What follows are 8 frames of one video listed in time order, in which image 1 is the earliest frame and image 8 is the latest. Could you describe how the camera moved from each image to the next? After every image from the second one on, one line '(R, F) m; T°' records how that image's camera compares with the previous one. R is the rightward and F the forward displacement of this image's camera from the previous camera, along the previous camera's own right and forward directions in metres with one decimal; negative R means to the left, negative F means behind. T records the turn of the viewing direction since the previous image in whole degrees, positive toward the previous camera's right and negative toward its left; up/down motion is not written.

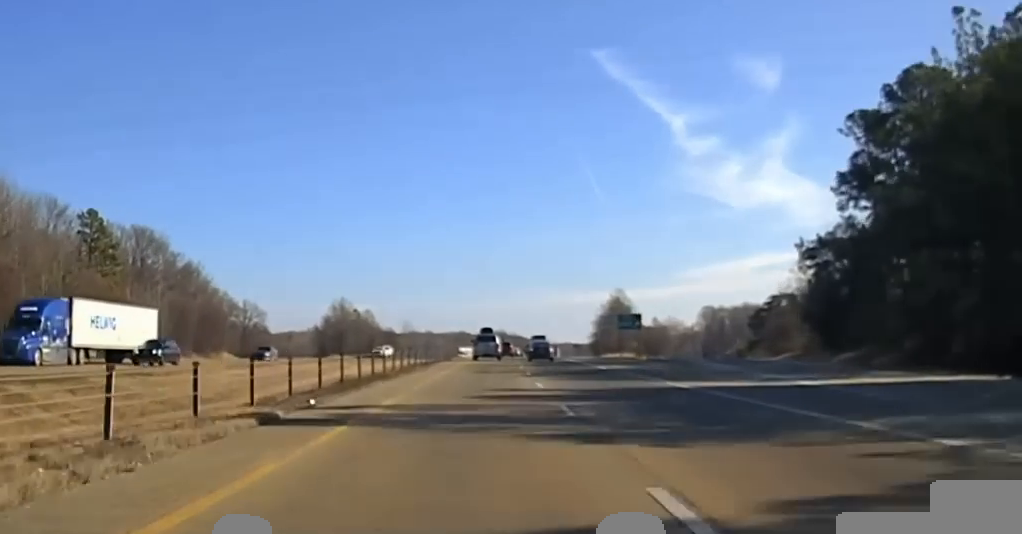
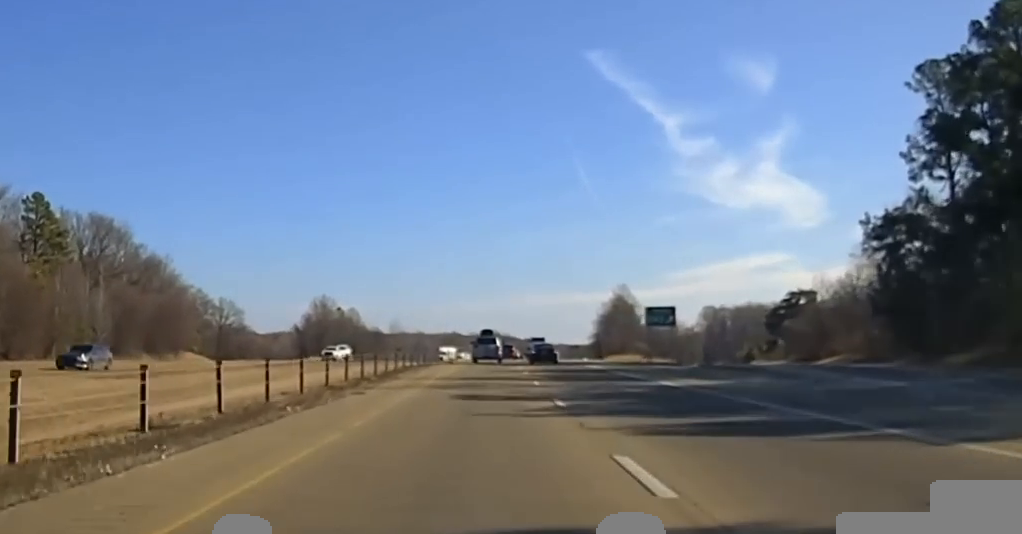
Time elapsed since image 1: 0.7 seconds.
(+0.2, +24.3) m; 0°
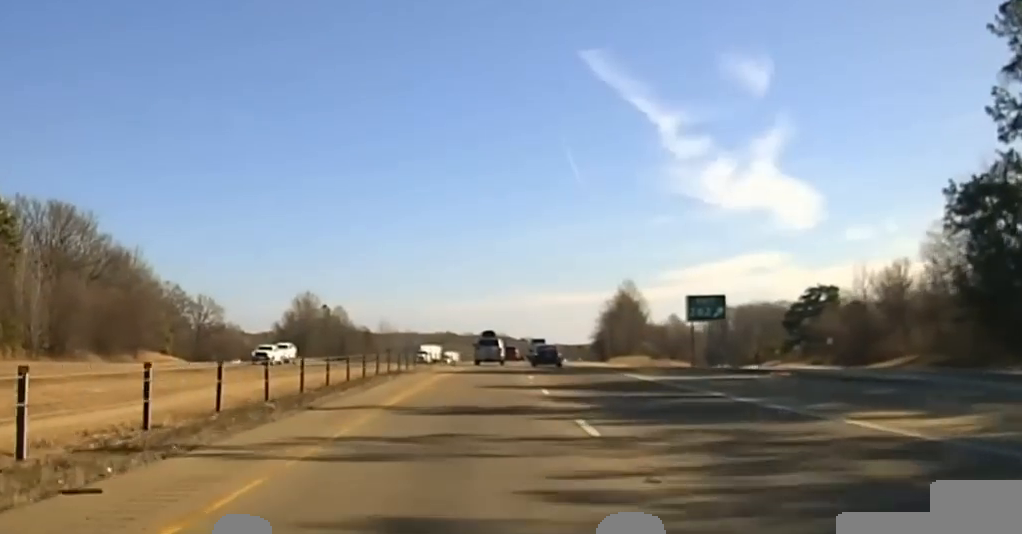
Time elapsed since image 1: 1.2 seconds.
(-0.3, +16.8) m; 0°
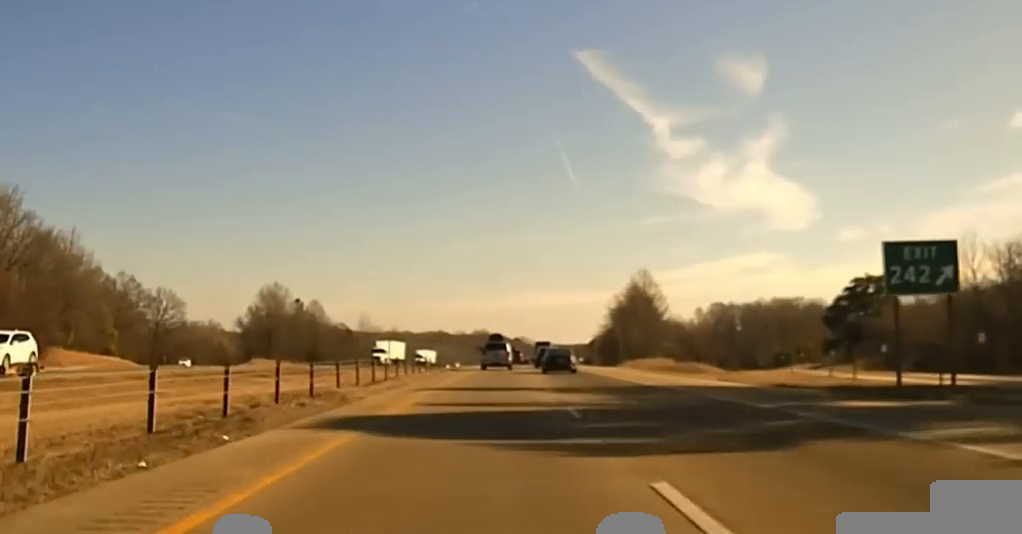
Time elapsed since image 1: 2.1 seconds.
(+0.2, +31.1) m; +1°
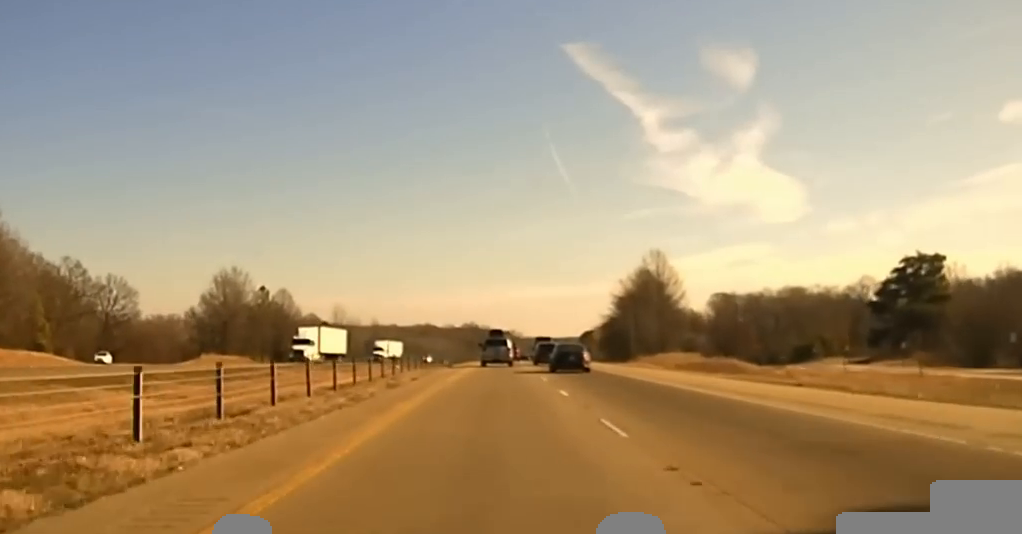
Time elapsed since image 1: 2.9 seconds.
(+0.3, +26.0) m; +1°
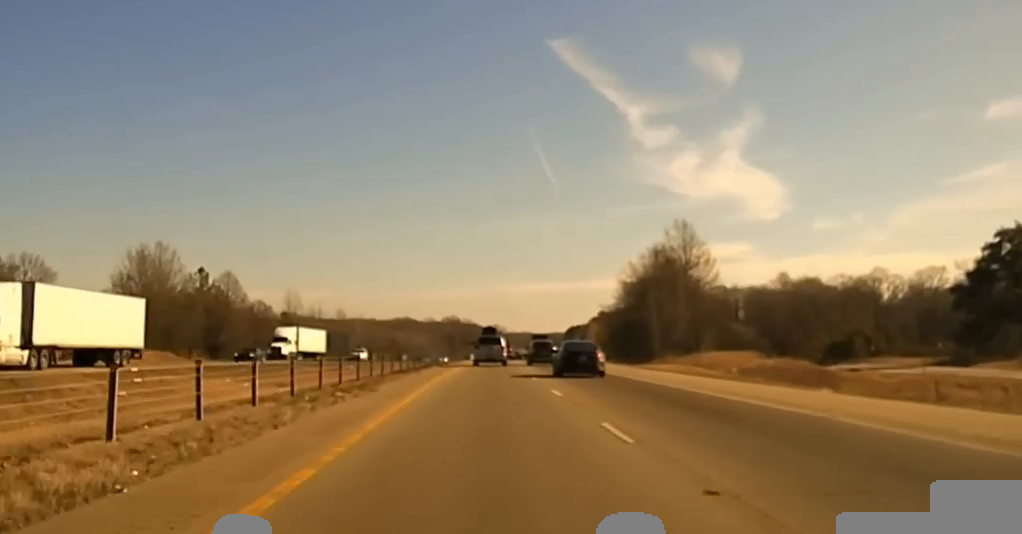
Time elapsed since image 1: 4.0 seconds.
(+0.3, +32.9) m; +1°
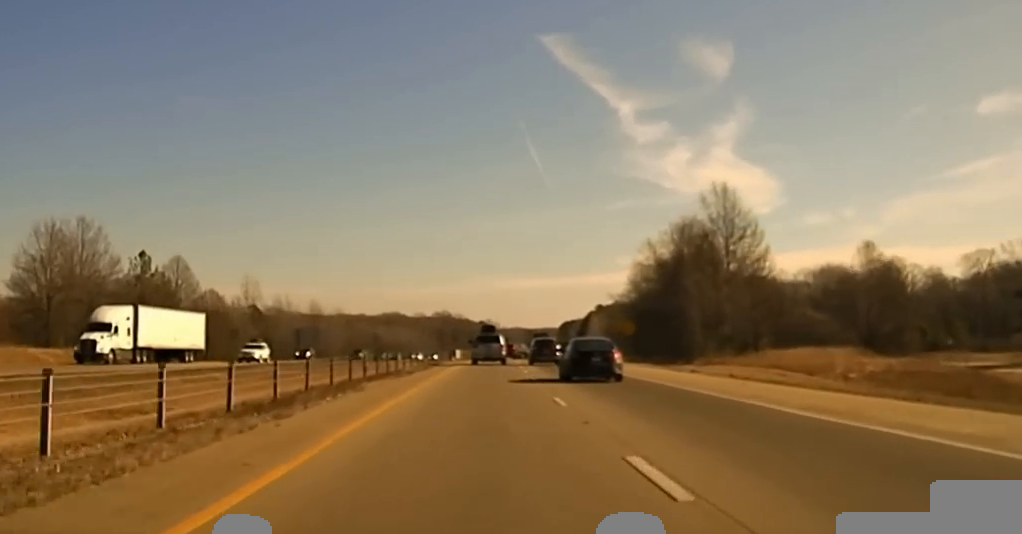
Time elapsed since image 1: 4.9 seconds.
(0.0, +26.3) m; 0°
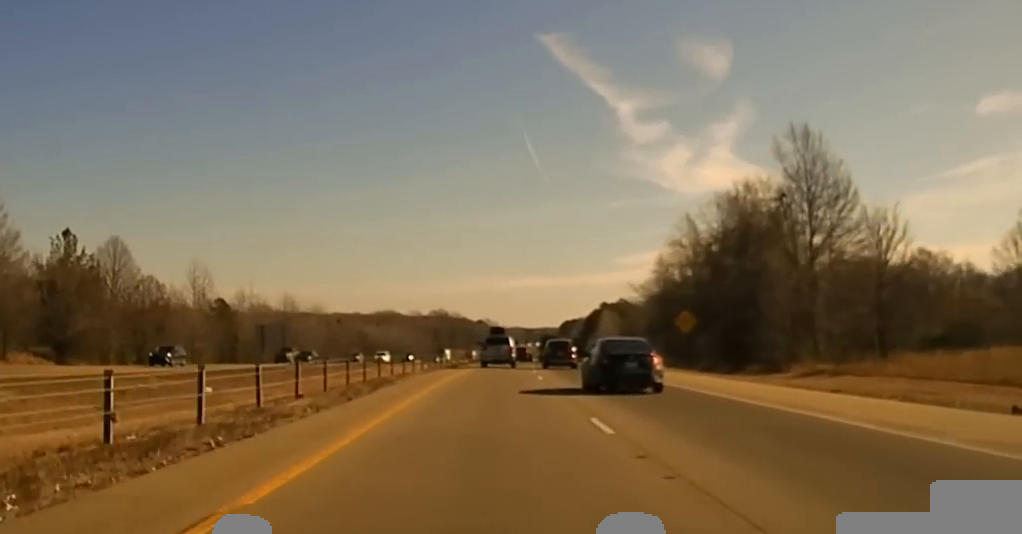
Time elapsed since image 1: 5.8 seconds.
(0.0, +30.3) m; 0°
